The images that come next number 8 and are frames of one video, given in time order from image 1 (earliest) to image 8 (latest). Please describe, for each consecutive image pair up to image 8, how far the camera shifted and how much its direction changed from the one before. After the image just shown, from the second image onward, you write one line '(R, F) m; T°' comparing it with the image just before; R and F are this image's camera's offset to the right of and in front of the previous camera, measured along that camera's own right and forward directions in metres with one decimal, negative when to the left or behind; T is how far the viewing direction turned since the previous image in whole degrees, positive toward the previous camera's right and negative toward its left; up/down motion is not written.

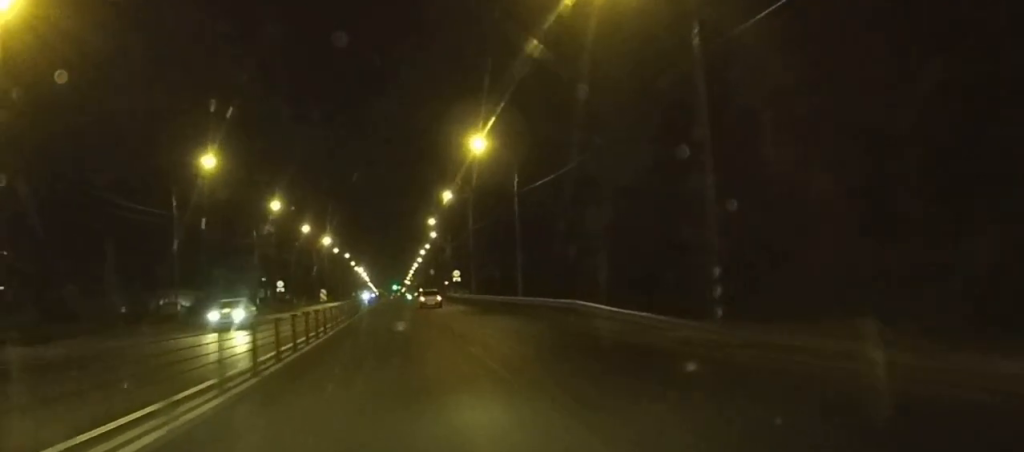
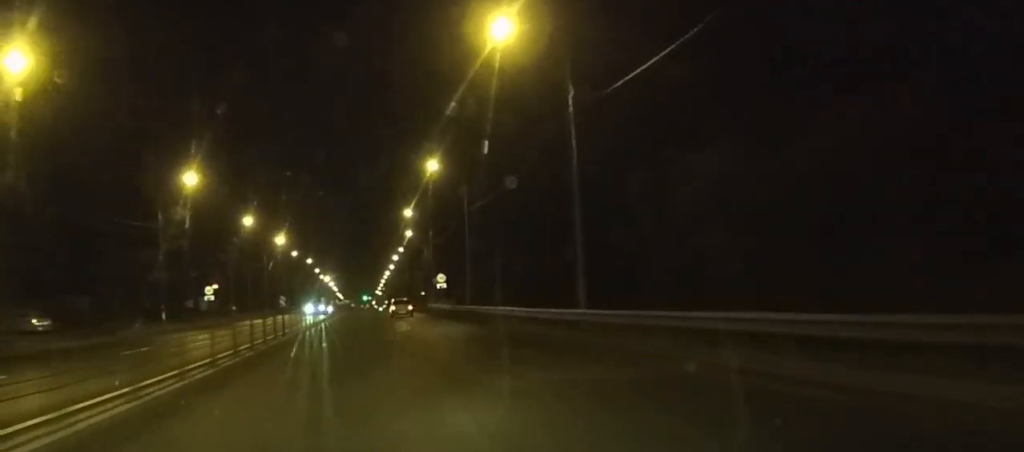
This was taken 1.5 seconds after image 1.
(+0.5, +27.4) m; +1°
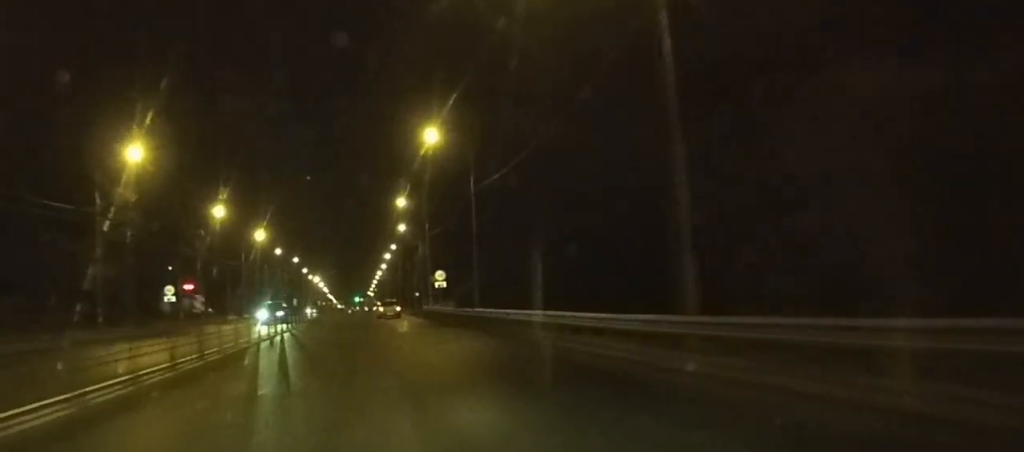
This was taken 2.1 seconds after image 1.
(+0.1, +12.5) m; 0°
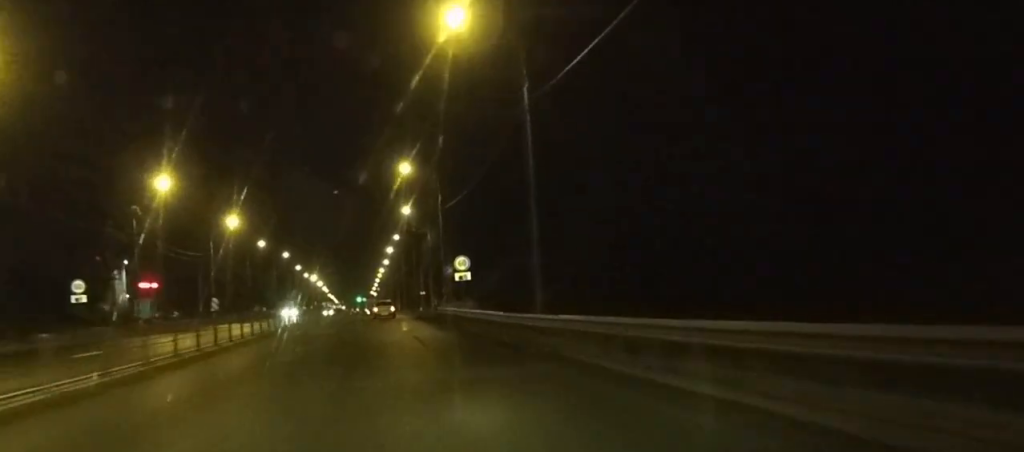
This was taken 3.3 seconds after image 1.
(-0.1, +22.2) m; -1°
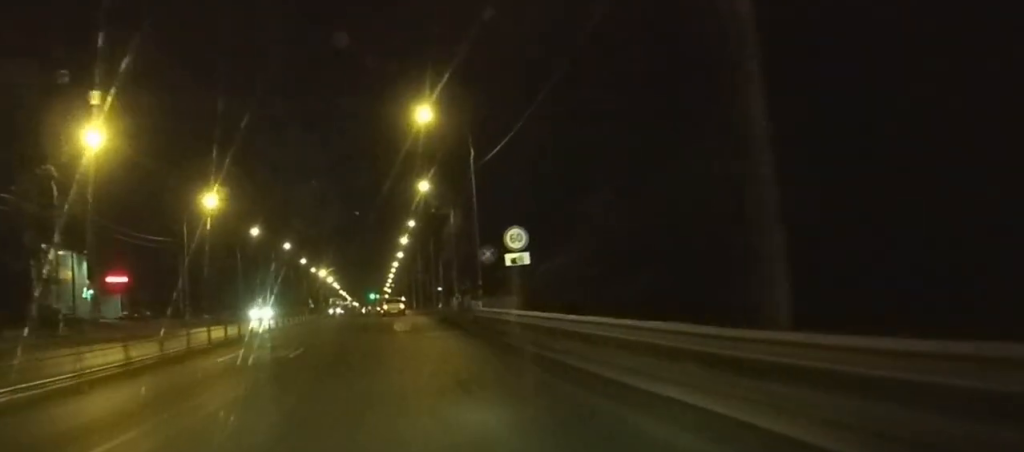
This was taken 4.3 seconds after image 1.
(-0.1, +18.1) m; 0°
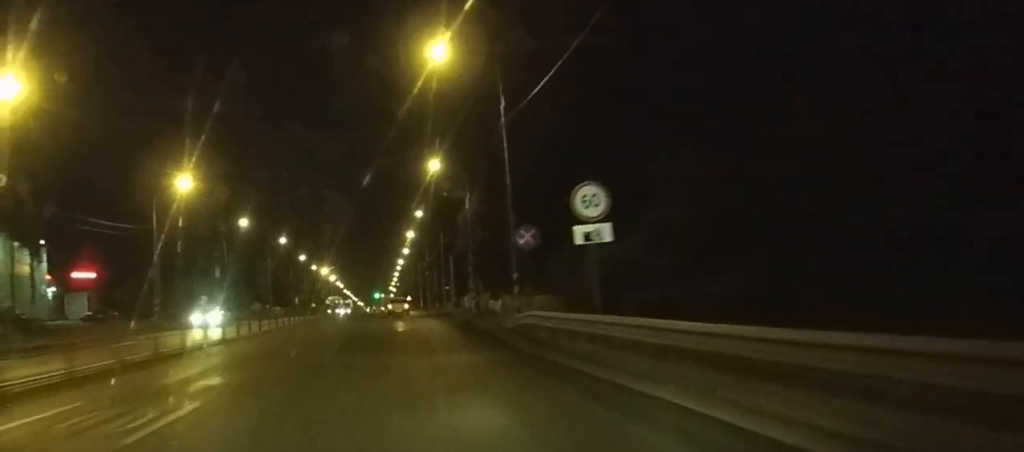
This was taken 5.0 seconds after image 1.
(0.0, +11.8) m; 0°
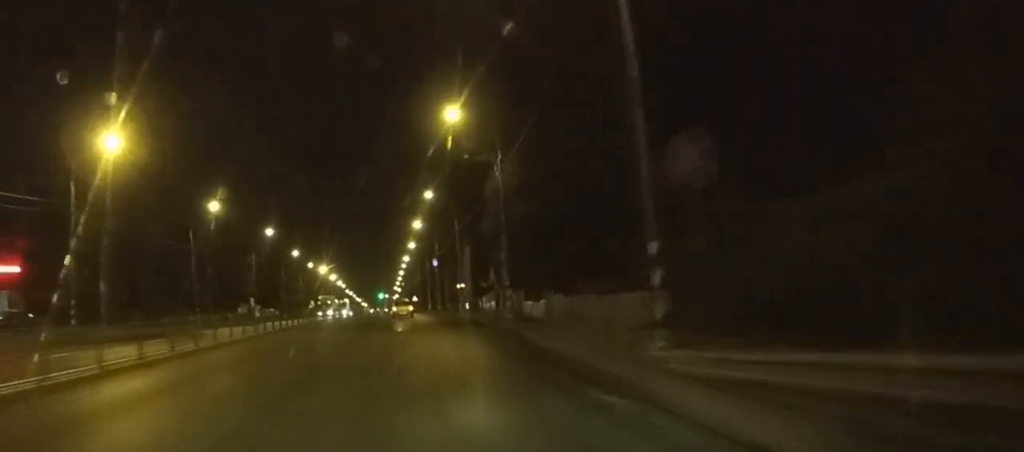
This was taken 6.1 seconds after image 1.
(-0.1, +18.2) m; 0°
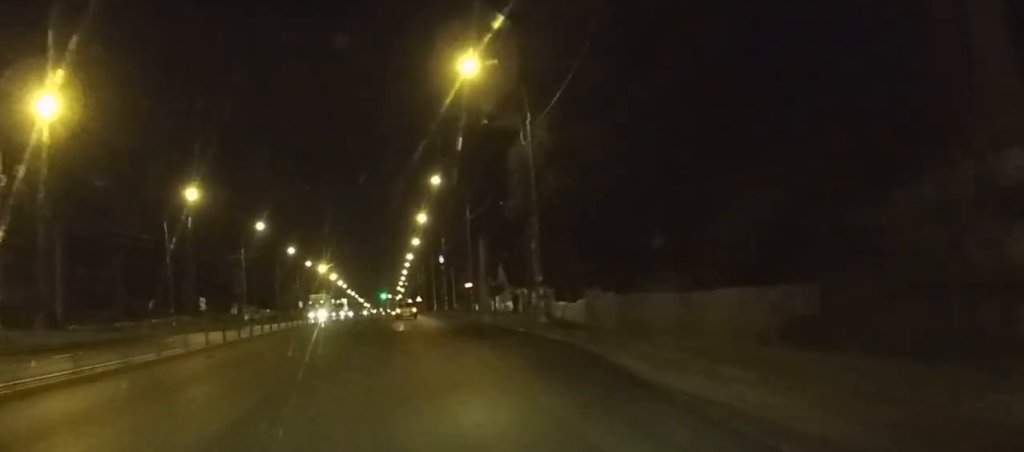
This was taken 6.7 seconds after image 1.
(0.0, +9.9) m; 0°
